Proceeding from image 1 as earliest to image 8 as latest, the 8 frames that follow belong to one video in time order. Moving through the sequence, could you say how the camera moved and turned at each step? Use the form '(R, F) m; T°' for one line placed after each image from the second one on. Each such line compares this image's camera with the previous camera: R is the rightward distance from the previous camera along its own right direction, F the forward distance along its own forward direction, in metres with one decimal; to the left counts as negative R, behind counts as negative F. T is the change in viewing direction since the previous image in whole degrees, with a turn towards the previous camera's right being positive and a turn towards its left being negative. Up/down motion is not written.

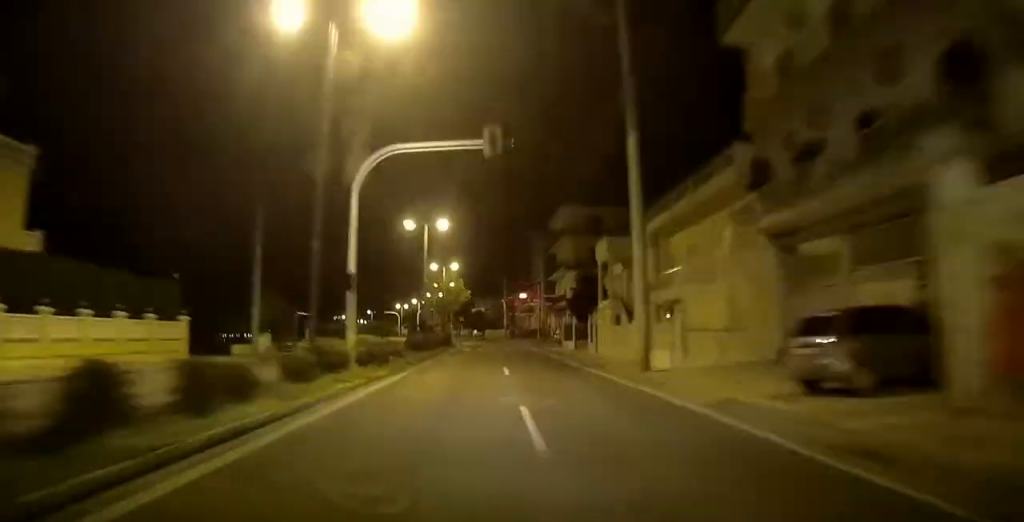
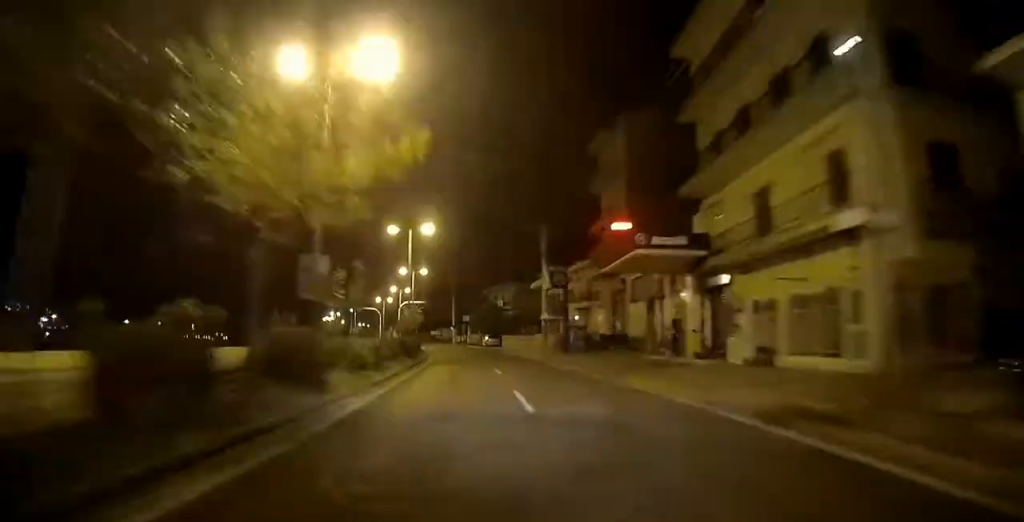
(+1.4, +50.2) m; -2°
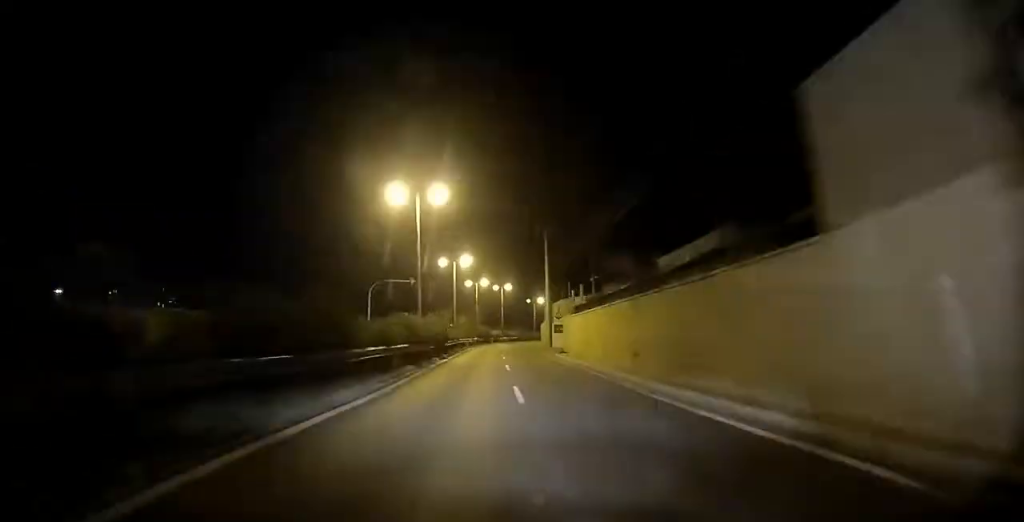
(-23.9, +178.7) m; -5°
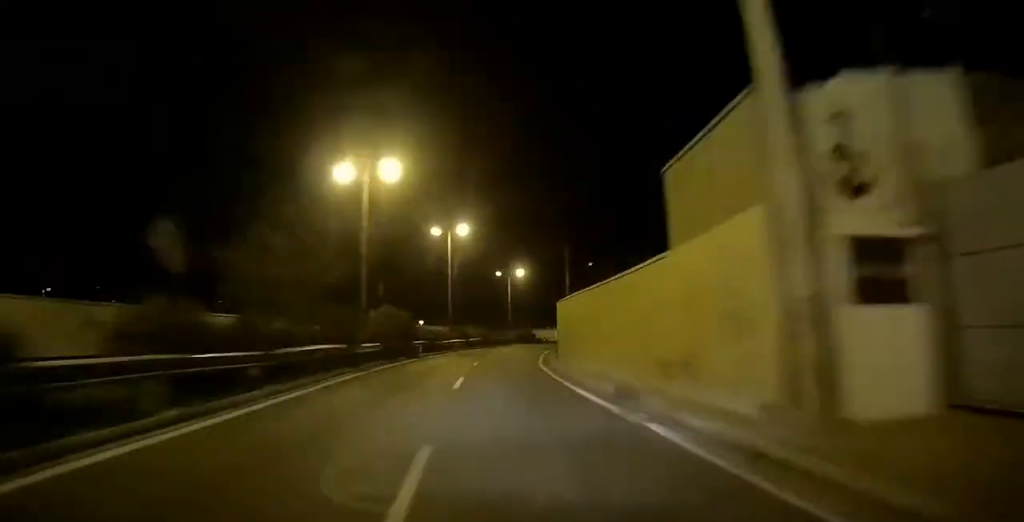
(-2.4, +55.9) m; +3°
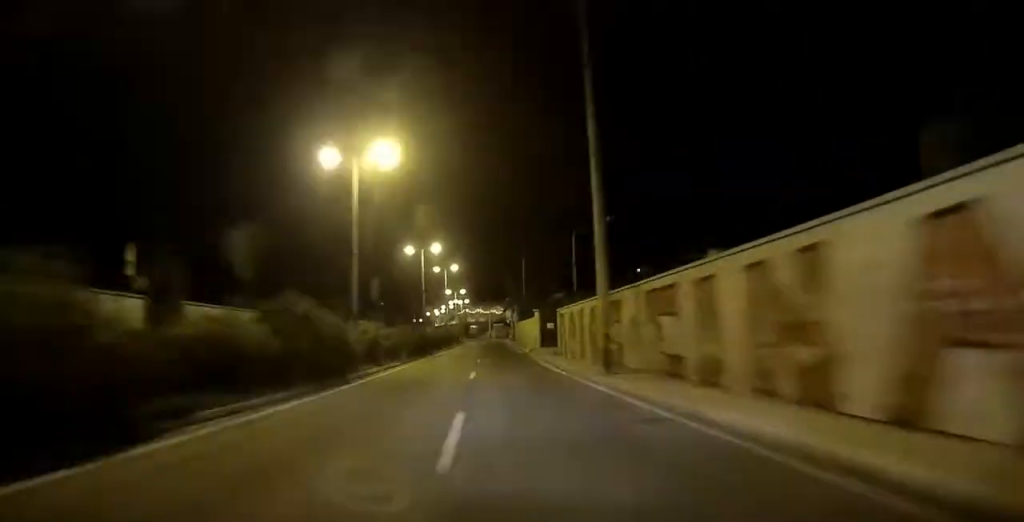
(+28.0, +175.0) m; +9°
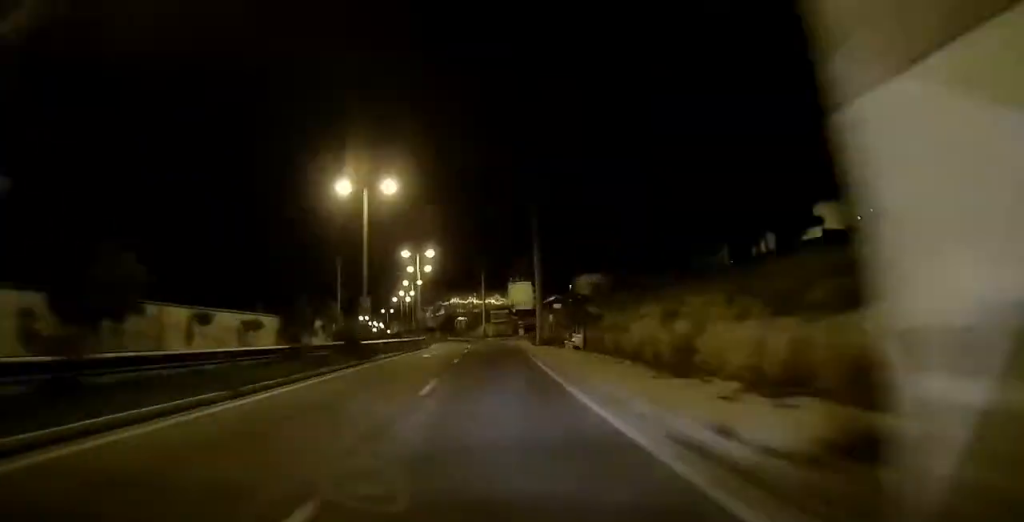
(+1.2, +65.6) m; -2°
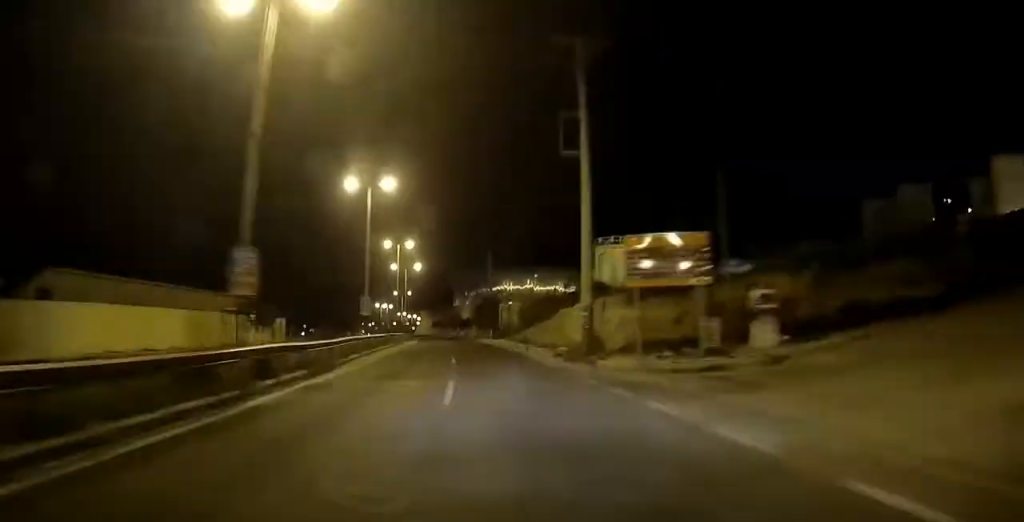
(-1.9, +62.5) m; -5°
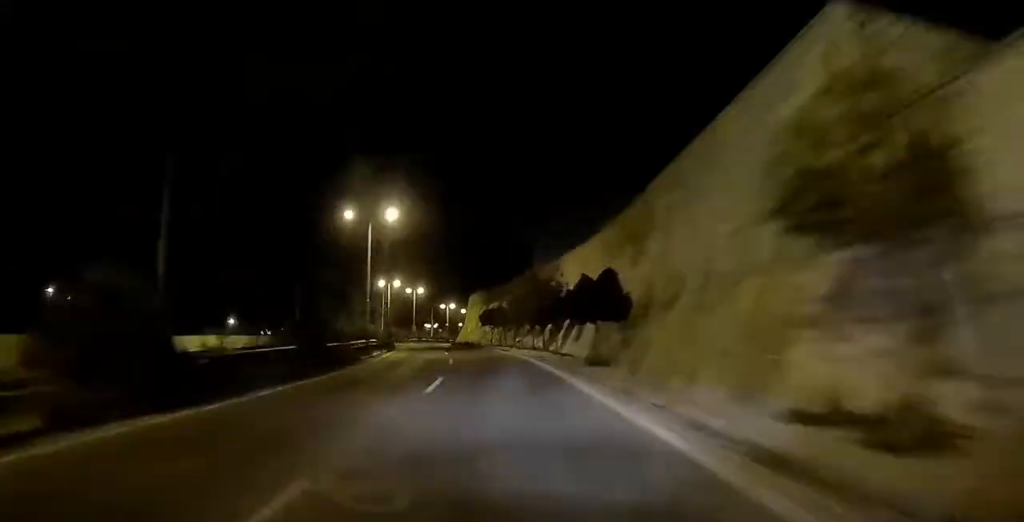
(-5.6, +83.7) m; -2°
